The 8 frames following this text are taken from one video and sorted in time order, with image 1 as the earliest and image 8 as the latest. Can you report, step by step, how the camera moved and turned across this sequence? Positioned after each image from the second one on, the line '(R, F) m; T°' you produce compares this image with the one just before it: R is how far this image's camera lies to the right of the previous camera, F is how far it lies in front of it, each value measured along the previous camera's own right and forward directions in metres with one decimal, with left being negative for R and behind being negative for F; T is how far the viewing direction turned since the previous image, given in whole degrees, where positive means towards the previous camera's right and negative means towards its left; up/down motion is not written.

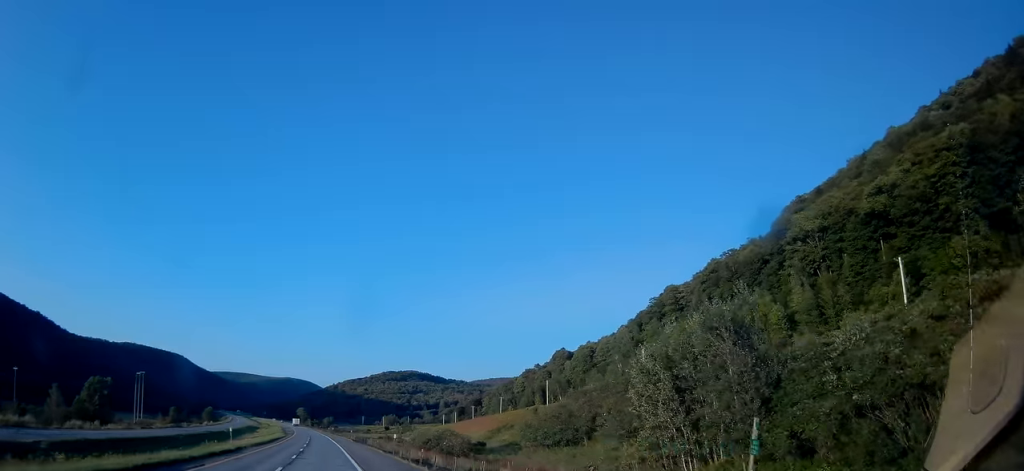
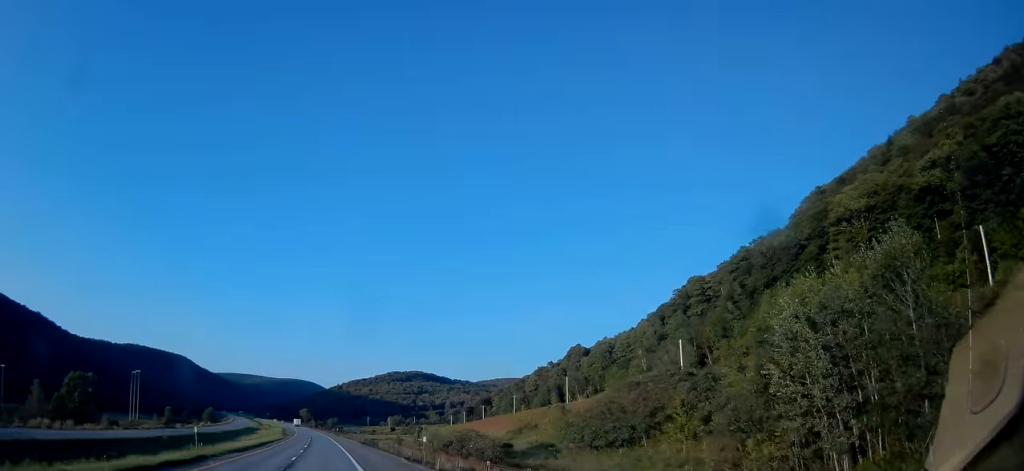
(-0.1, +14.3) m; 0°
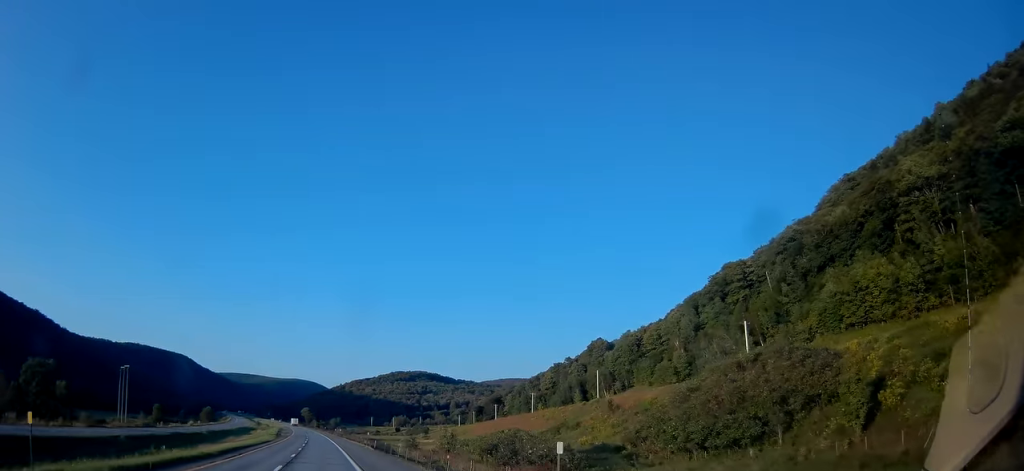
(-0.1, +21.5) m; 0°
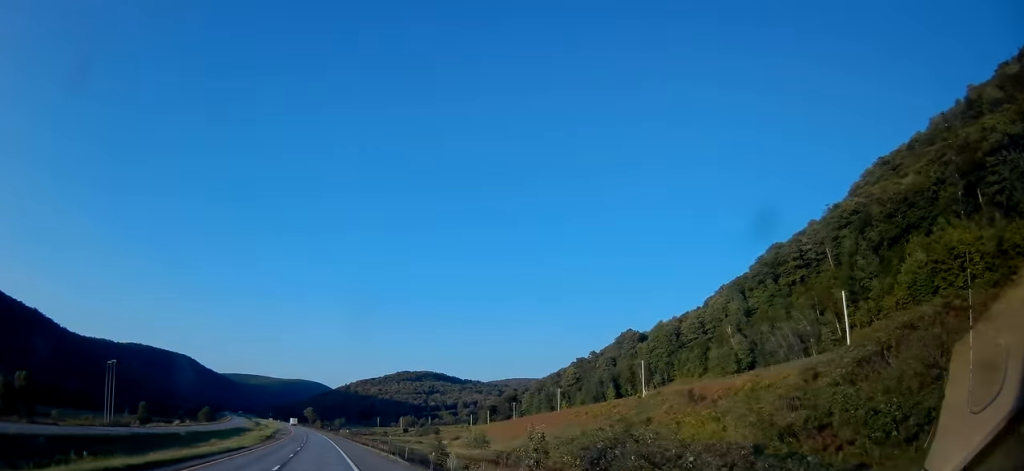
(0.0, +24.6) m; -1°
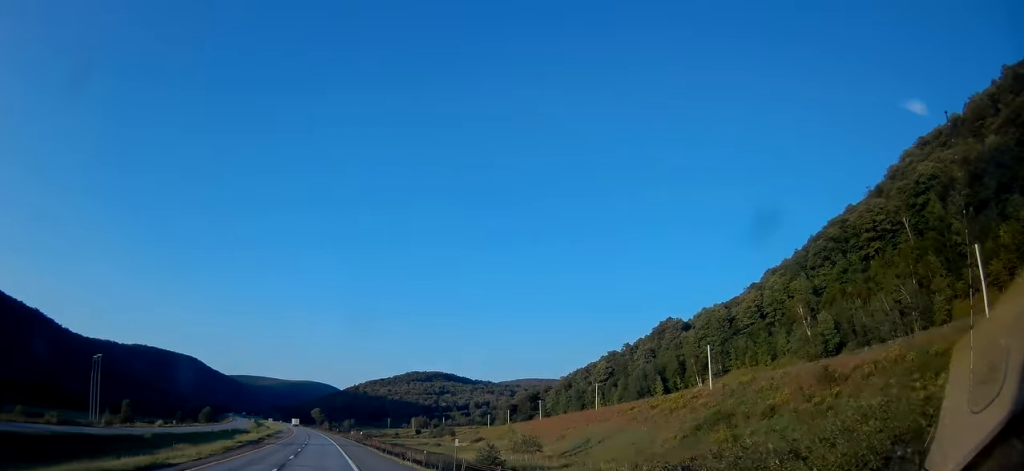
(-0.3, +26.5) m; -1°
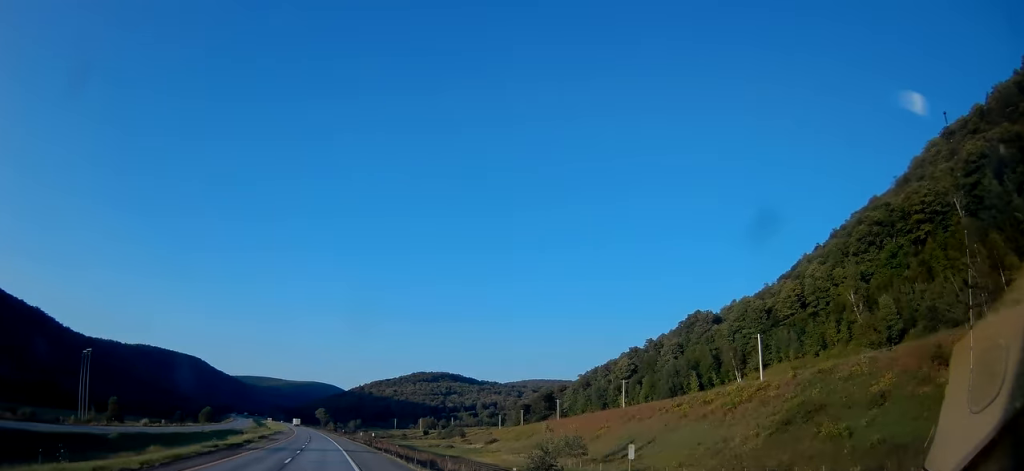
(0.0, +16.1) m; 0°
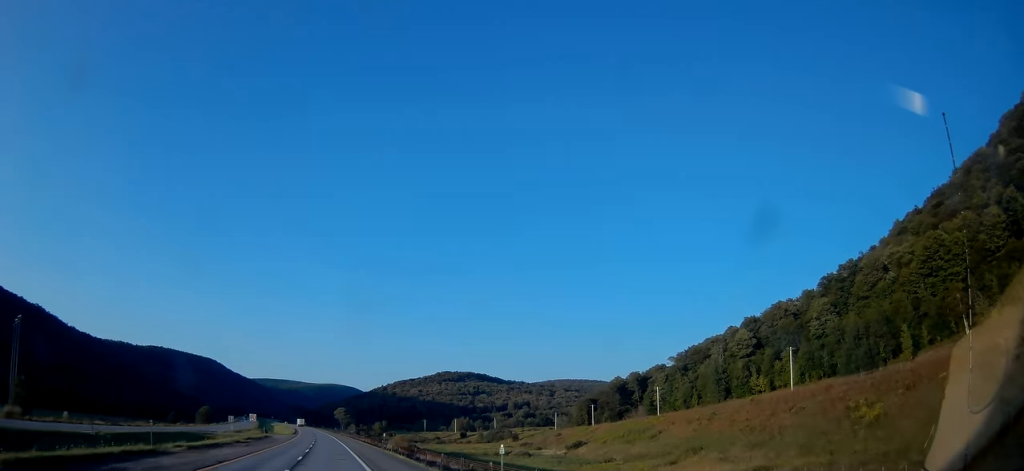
(-1.5, +68.9) m; -2°
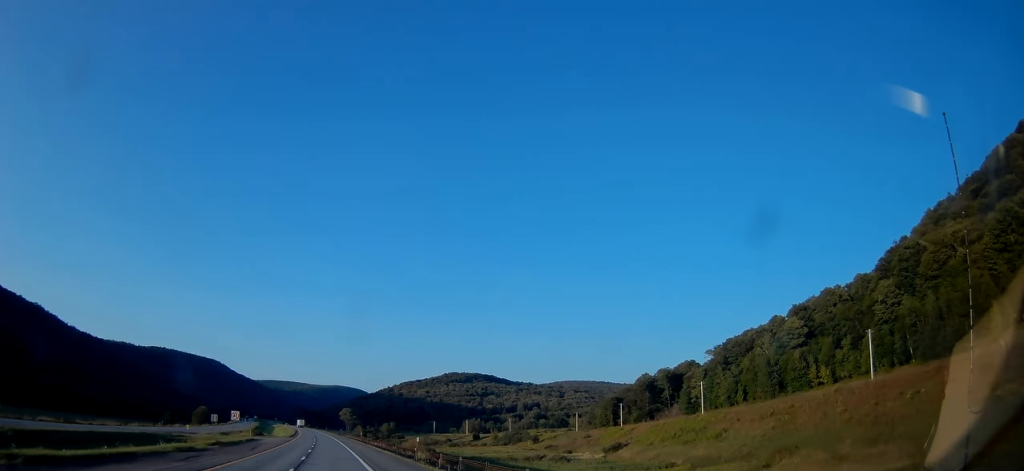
(0.0, +22.8) m; 0°
